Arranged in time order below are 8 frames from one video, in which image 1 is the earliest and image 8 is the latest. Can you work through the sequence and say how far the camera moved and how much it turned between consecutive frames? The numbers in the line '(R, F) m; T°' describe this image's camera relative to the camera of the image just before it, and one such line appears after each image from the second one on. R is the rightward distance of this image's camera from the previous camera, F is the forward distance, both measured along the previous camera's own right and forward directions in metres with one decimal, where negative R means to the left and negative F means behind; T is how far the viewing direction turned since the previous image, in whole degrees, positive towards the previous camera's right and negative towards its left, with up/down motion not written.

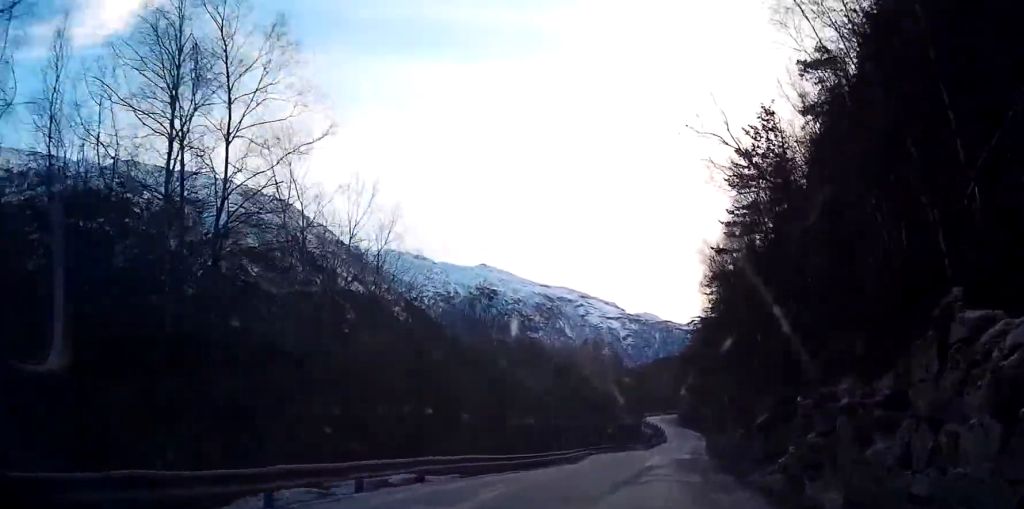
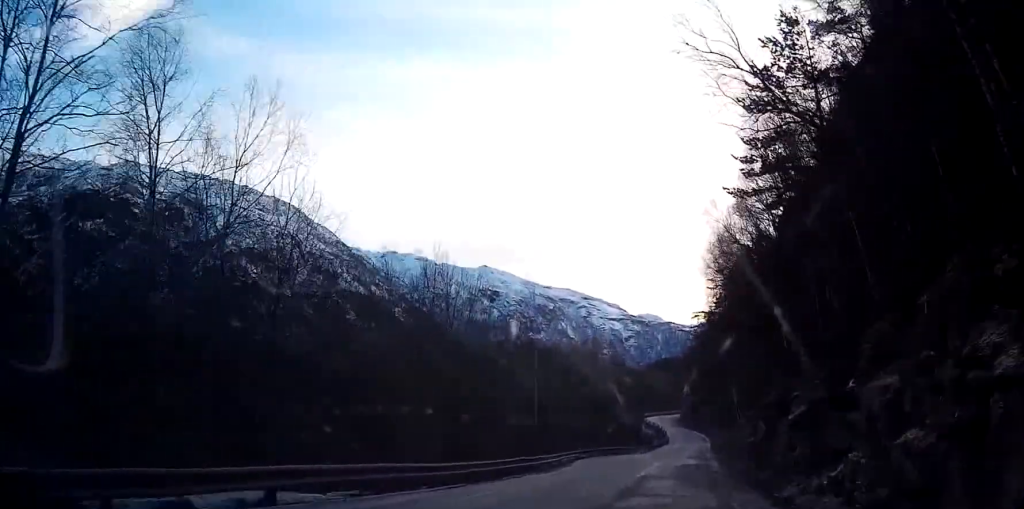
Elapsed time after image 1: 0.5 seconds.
(-0.1, +7.4) m; -1°
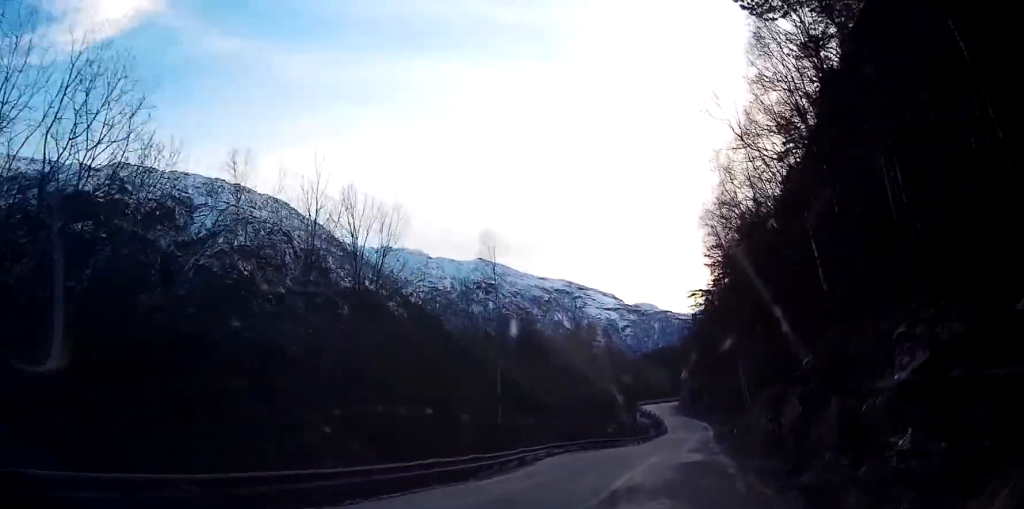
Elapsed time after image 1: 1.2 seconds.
(0.0, +10.0) m; -1°
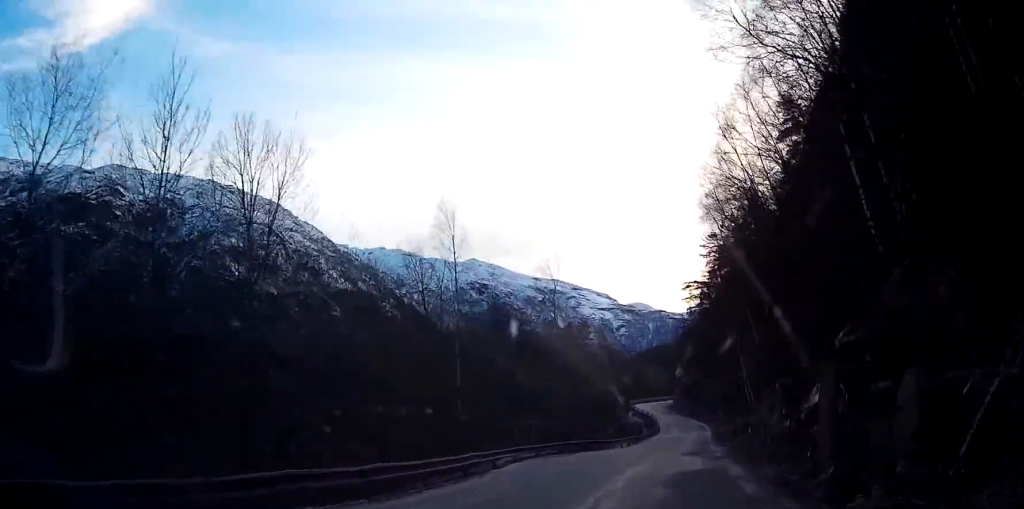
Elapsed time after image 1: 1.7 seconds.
(0.0, +6.9) m; -1°
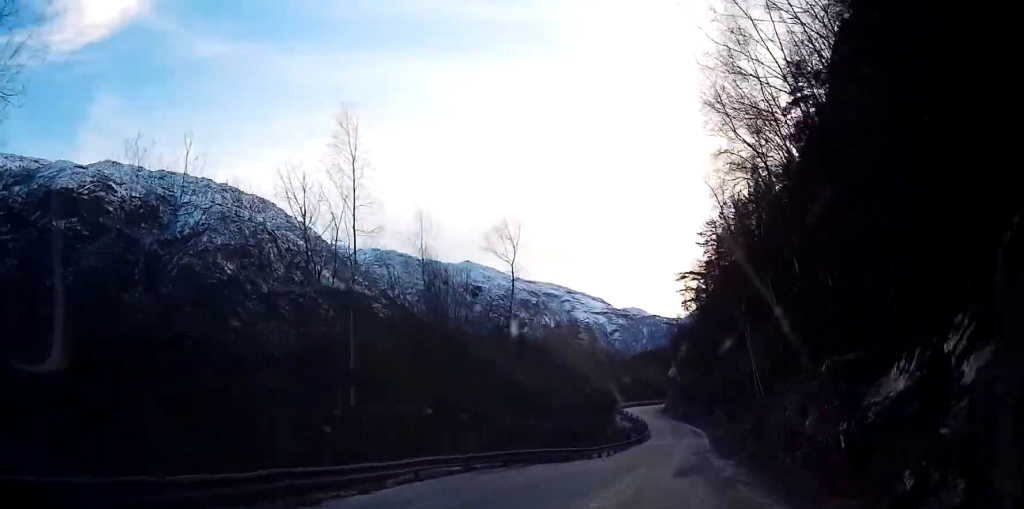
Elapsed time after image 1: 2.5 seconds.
(-0.1, +11.6) m; -2°
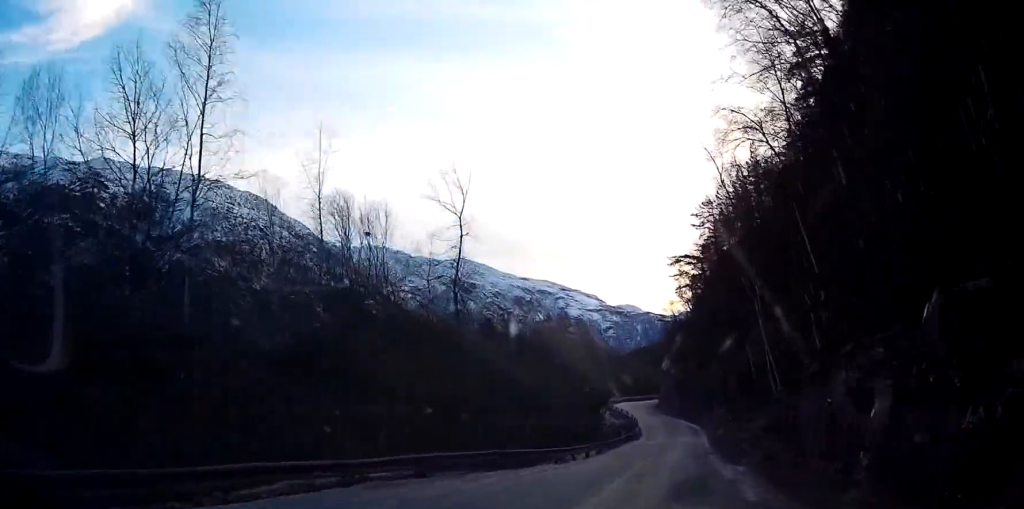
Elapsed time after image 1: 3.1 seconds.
(-0.2, +9.5) m; -1°
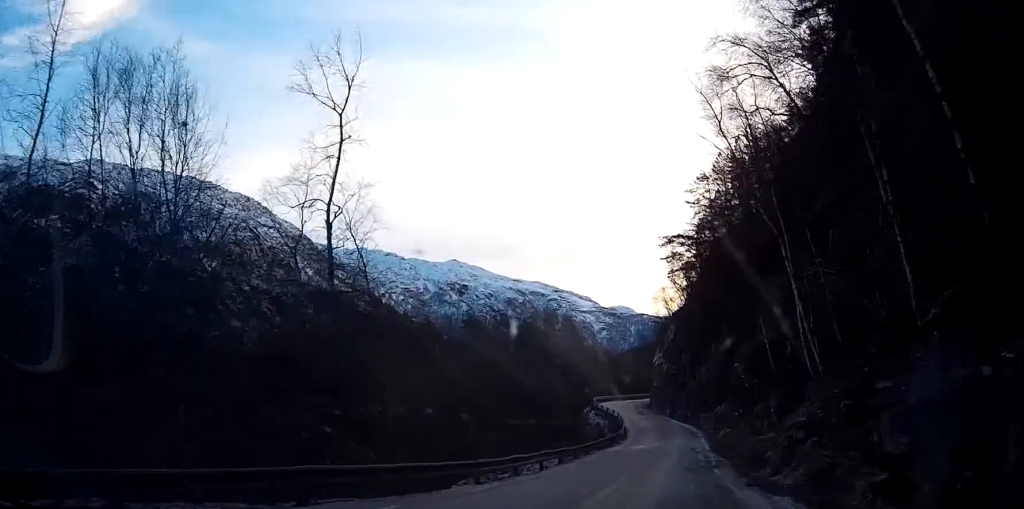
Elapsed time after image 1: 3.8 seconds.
(-0.1, +12.2) m; 0°
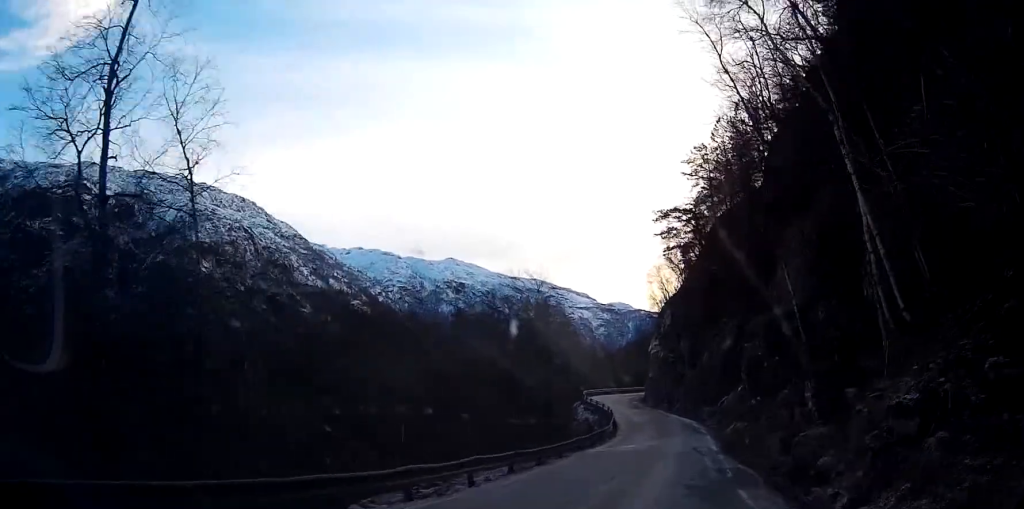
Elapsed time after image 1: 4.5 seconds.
(+0.1, +10.1) m; 0°
